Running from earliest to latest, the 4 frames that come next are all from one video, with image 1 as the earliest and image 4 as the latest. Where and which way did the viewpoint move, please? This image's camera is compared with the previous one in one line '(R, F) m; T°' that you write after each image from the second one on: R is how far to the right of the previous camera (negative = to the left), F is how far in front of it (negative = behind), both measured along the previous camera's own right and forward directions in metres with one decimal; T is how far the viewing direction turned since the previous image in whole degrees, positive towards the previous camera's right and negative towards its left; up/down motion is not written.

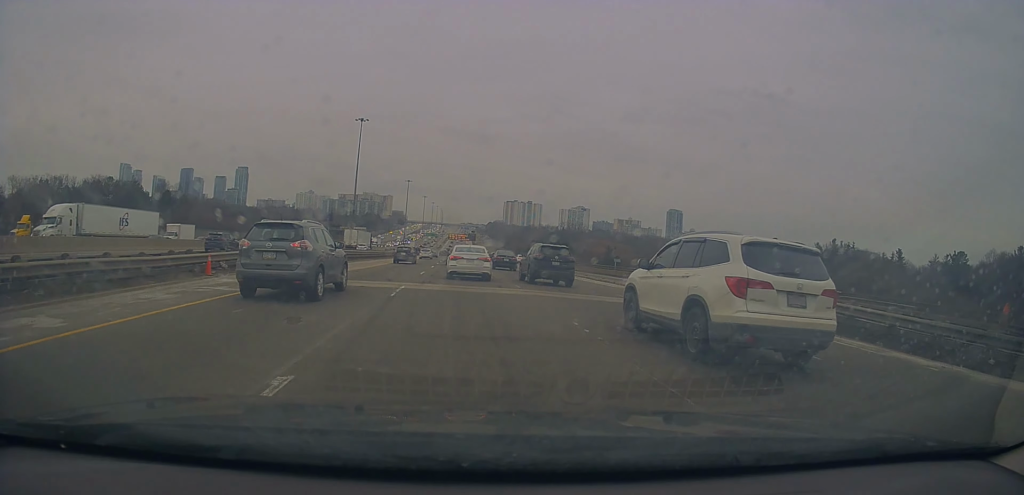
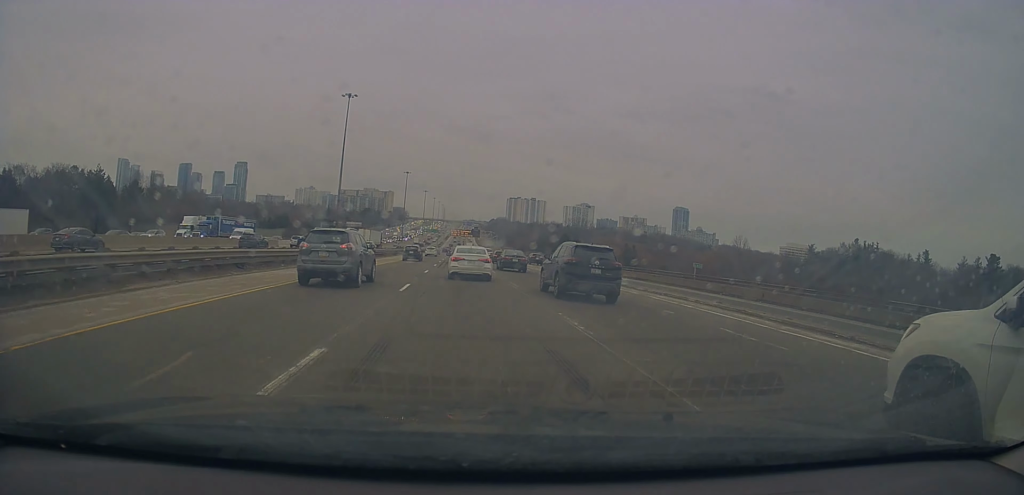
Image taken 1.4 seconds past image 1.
(+0.3, +24.5) m; +4°
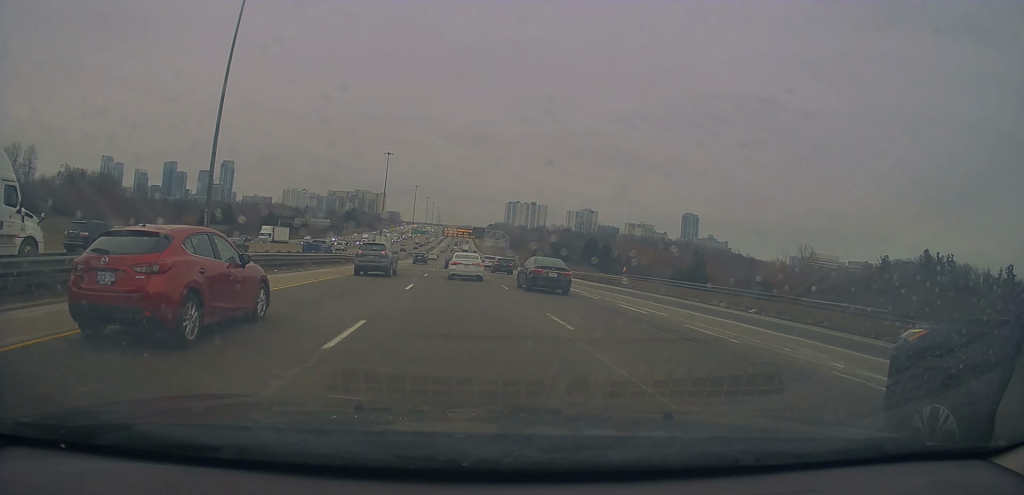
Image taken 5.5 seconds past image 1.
(-1.0, +67.8) m; -2°
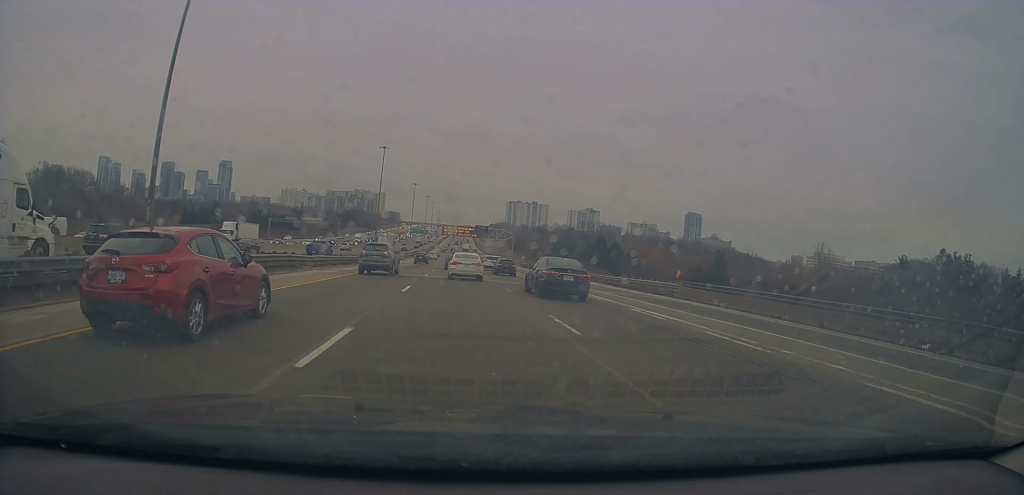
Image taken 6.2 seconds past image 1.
(0.0, +12.5) m; 0°
